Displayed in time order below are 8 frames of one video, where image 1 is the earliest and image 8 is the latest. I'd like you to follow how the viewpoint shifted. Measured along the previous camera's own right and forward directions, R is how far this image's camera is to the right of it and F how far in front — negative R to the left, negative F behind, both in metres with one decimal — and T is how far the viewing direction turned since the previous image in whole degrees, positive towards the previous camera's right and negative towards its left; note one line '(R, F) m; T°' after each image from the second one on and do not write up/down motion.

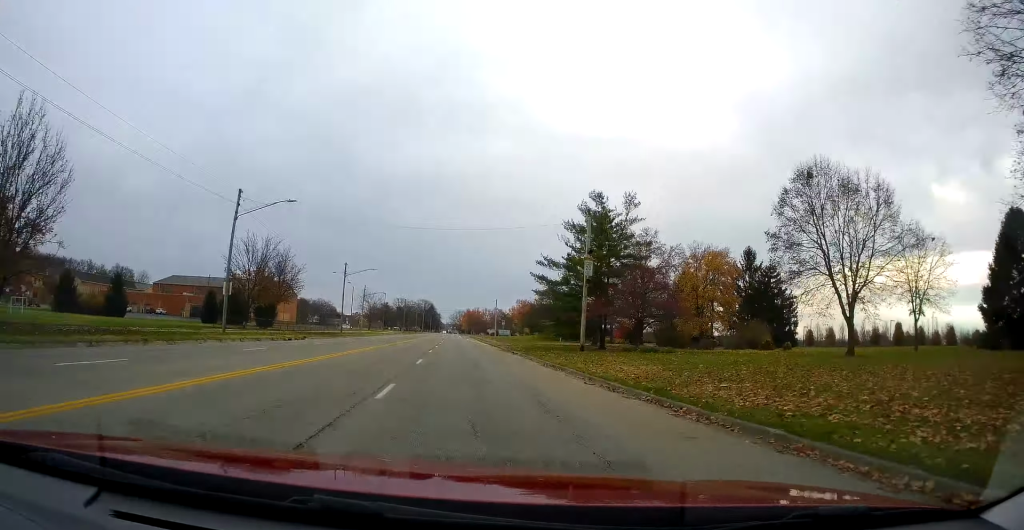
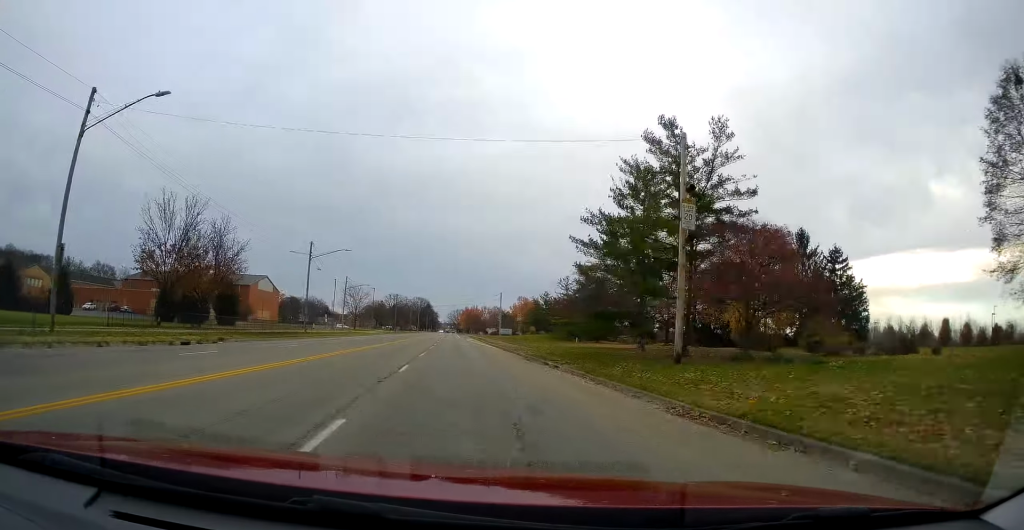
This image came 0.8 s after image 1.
(-0.1, +17.2) m; +1°
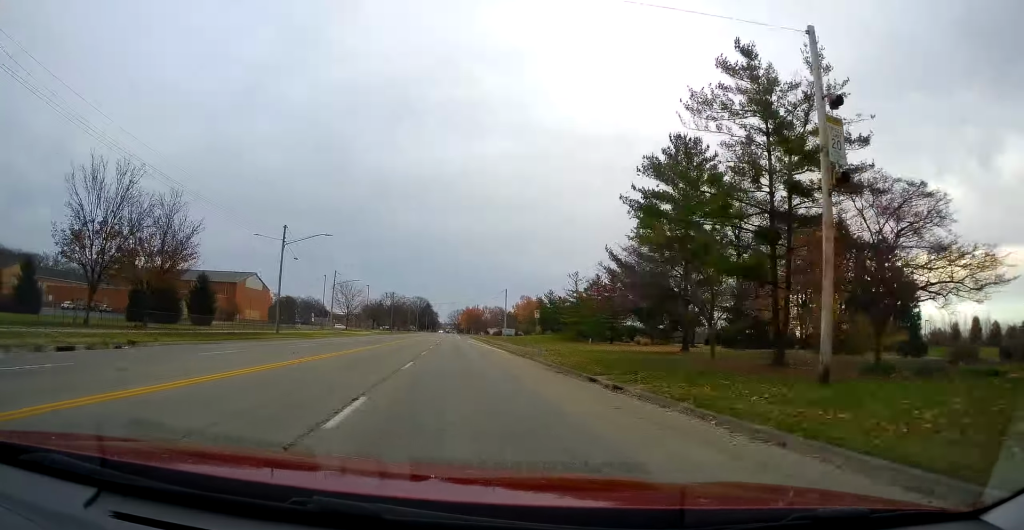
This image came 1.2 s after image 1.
(+0.3, +9.5) m; 0°
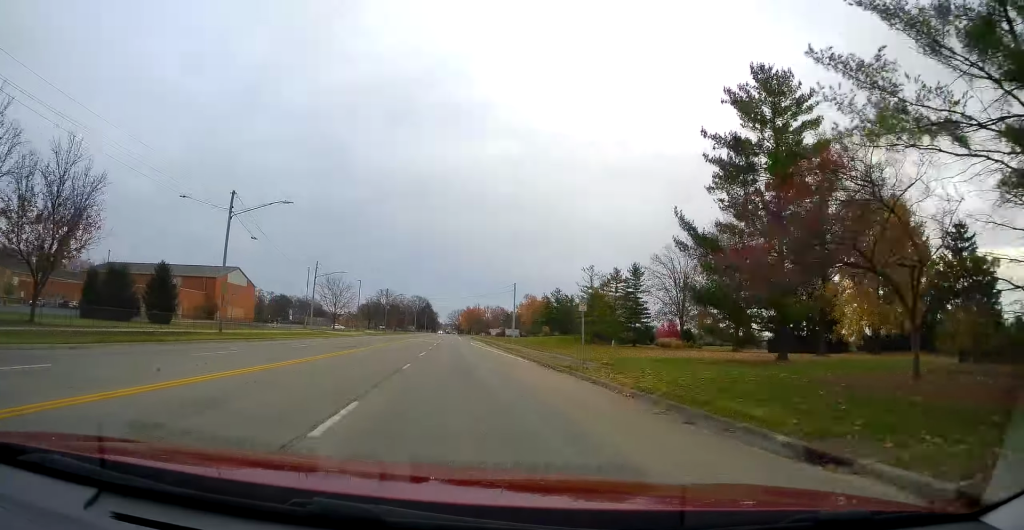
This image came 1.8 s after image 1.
(+0.2, +12.4) m; 0°
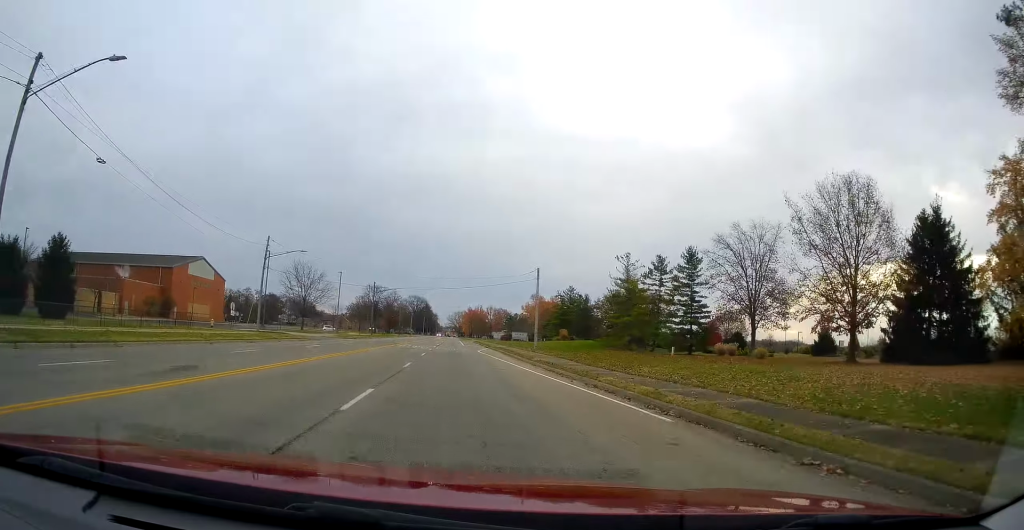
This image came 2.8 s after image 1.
(-0.5, +21.6) m; 0°
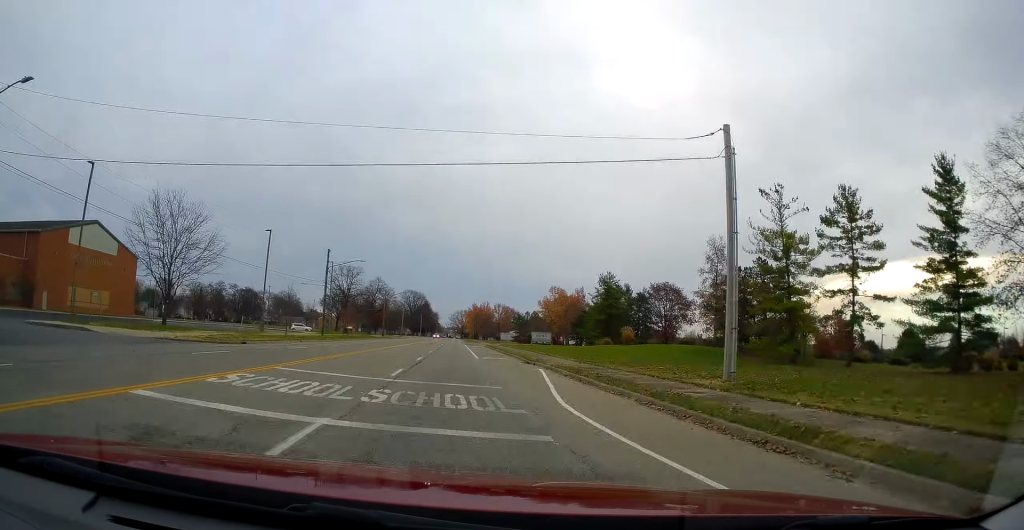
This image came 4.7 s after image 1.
(-0.1, +42.6) m; 0°
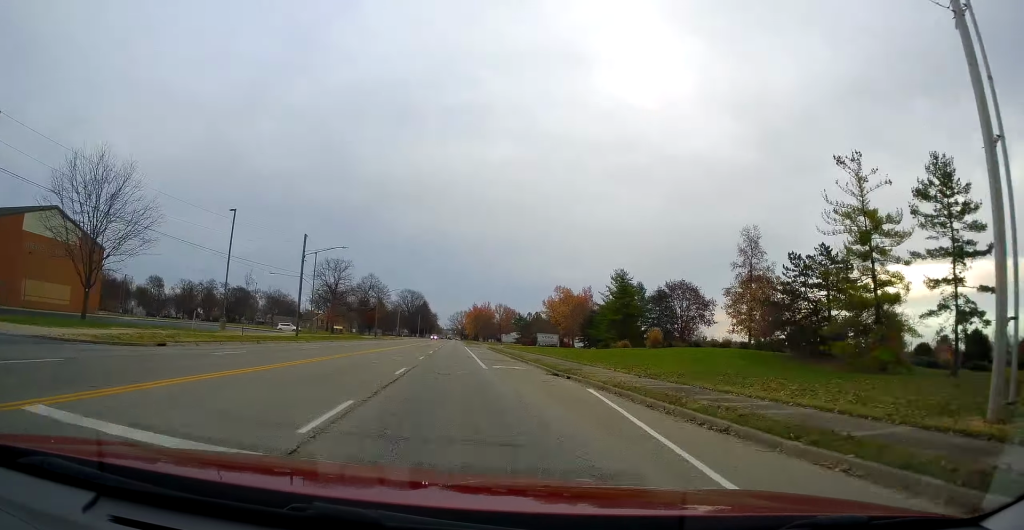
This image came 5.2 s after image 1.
(+0.2, +11.3) m; +1°
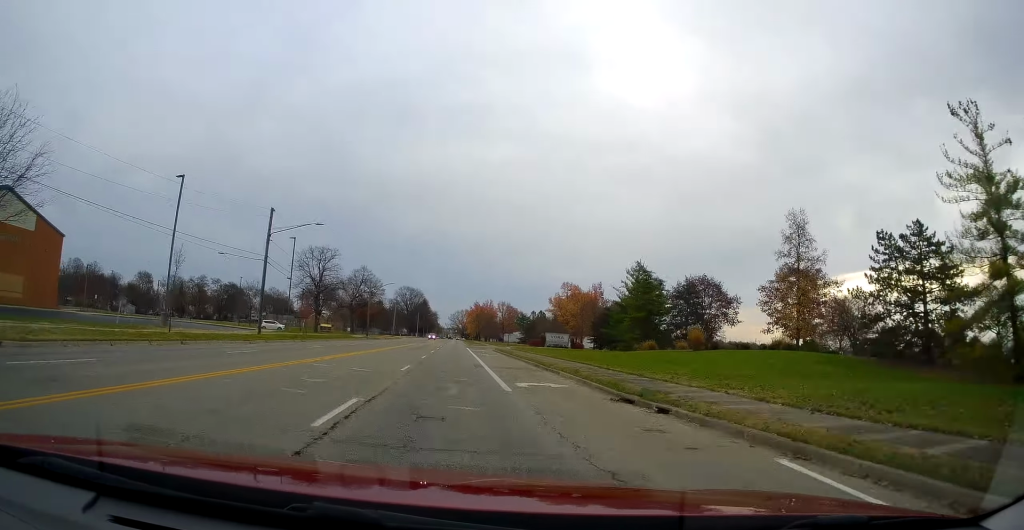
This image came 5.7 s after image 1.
(0.0, +12.1) m; +1°
